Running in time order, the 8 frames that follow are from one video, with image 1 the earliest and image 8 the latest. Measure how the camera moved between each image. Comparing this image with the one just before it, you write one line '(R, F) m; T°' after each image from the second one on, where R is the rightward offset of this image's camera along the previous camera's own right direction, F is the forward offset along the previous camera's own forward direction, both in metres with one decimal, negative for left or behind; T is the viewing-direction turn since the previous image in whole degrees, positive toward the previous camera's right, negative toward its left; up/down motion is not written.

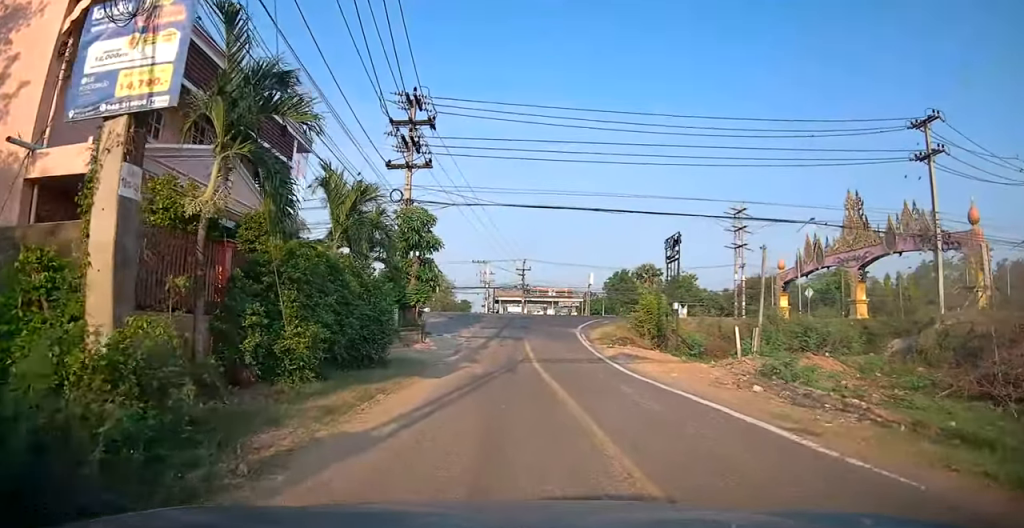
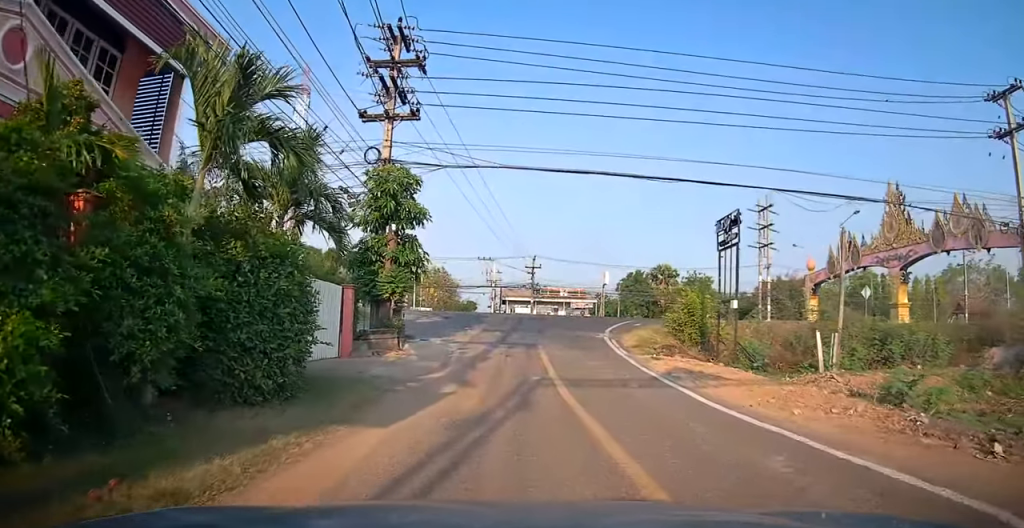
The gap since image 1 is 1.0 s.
(0.0, +6.7) m; 0°
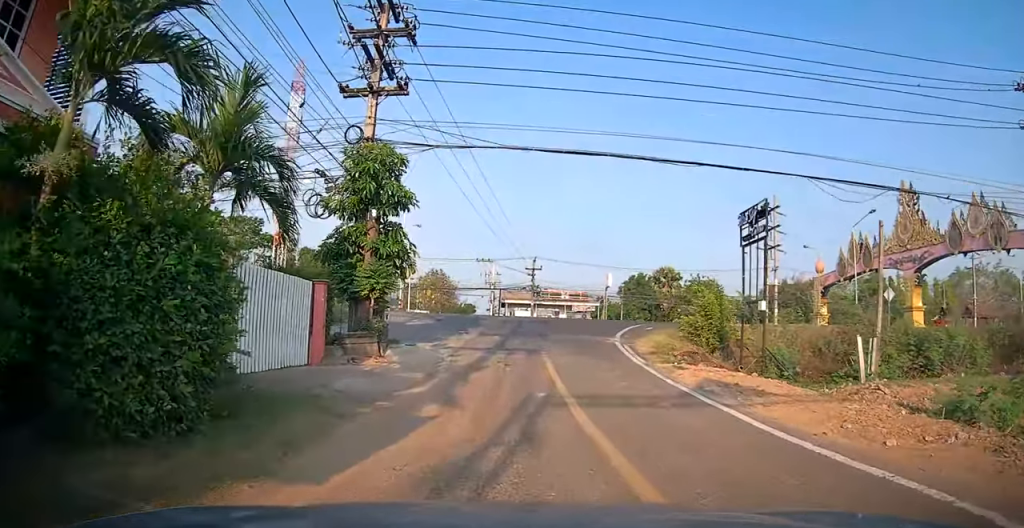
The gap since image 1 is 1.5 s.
(0.0, +2.7) m; 0°
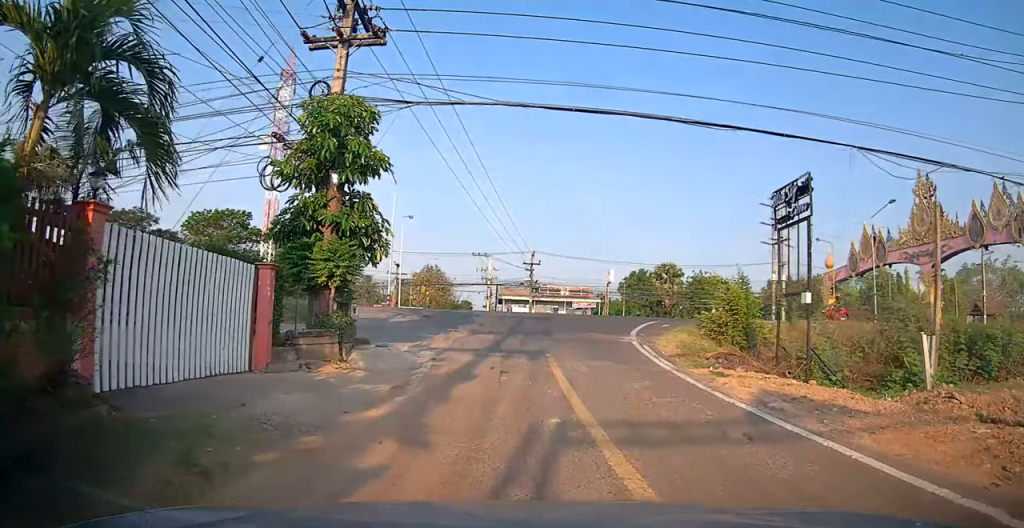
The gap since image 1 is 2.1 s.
(-0.1, +3.4) m; -1°
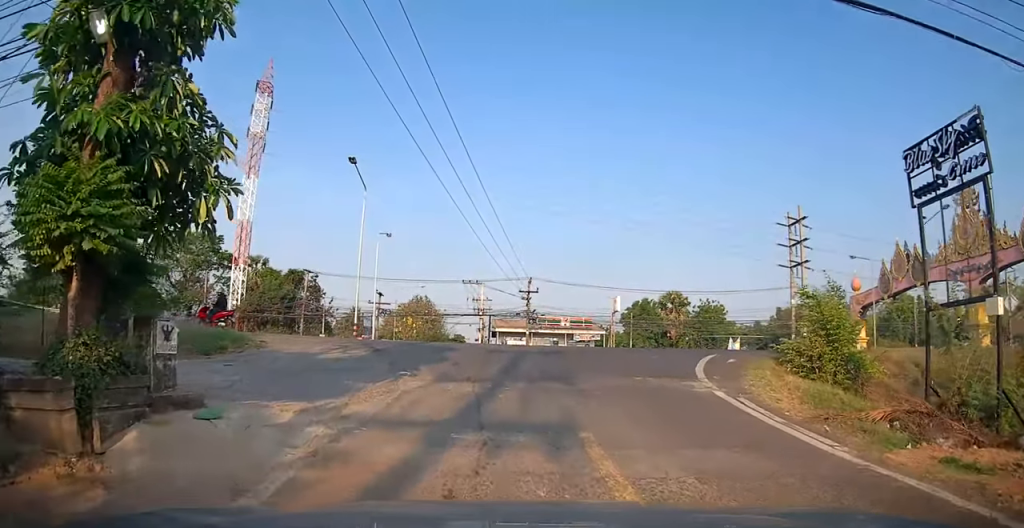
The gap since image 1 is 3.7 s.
(-0.1, +8.0) m; -2°
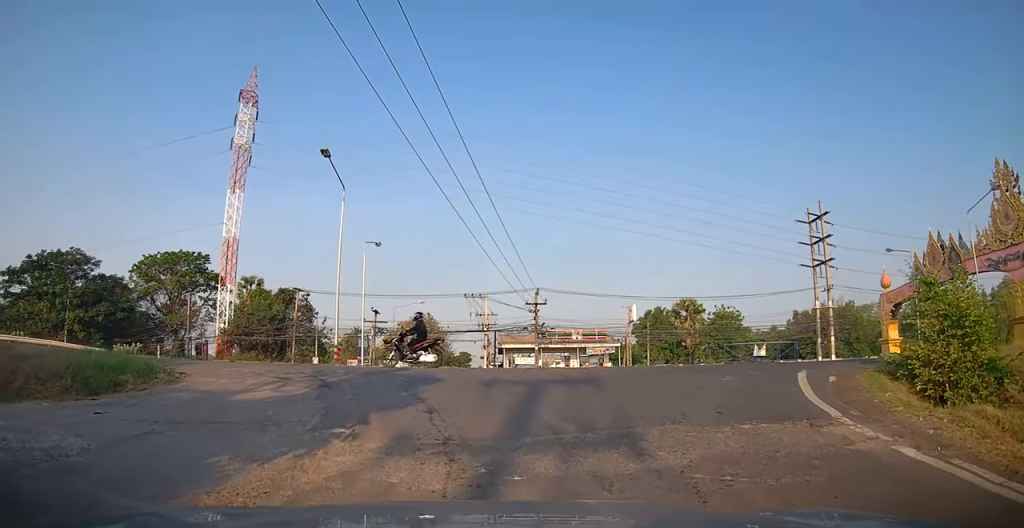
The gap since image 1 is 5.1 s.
(-0.1, +3.5) m; -2°
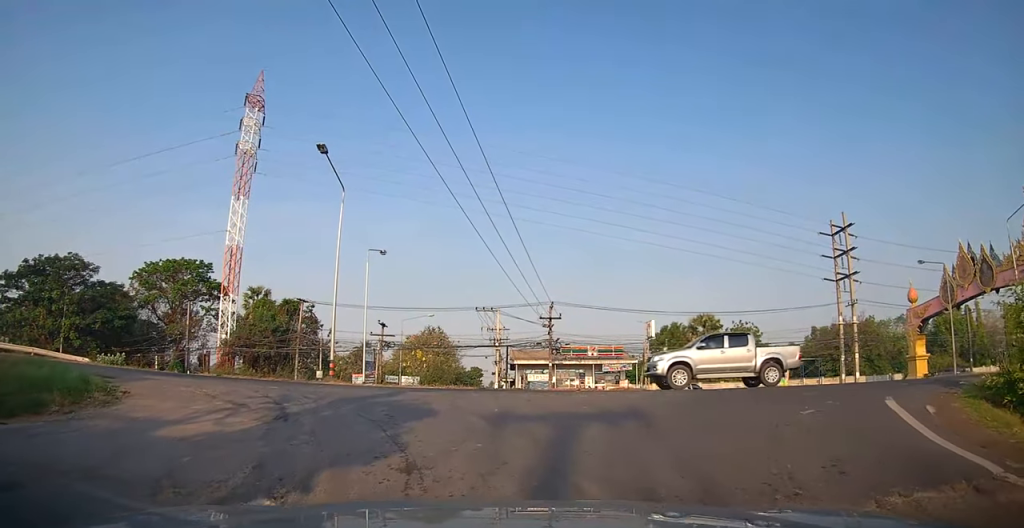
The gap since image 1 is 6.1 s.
(0.0, +2.4) m; 0°
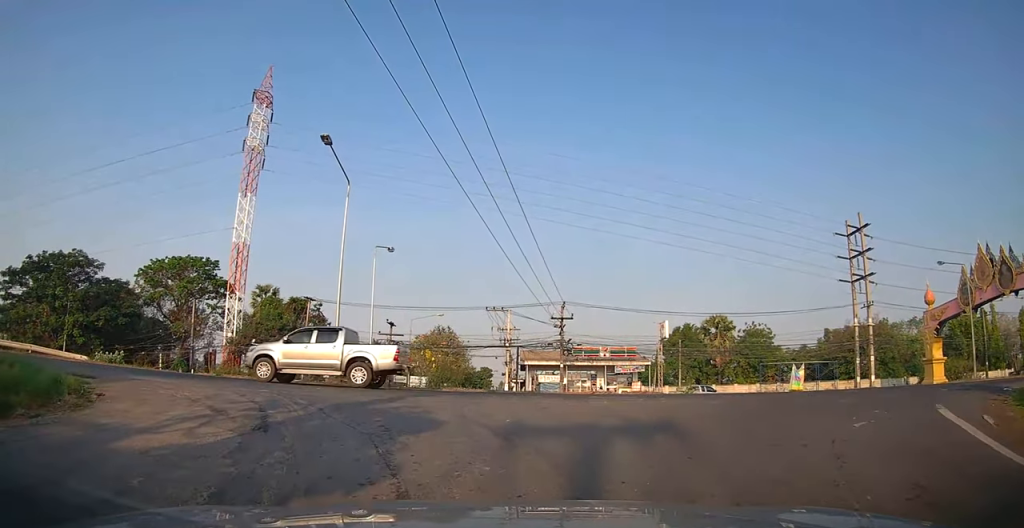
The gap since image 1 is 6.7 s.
(0.0, +1.3) m; 0°
